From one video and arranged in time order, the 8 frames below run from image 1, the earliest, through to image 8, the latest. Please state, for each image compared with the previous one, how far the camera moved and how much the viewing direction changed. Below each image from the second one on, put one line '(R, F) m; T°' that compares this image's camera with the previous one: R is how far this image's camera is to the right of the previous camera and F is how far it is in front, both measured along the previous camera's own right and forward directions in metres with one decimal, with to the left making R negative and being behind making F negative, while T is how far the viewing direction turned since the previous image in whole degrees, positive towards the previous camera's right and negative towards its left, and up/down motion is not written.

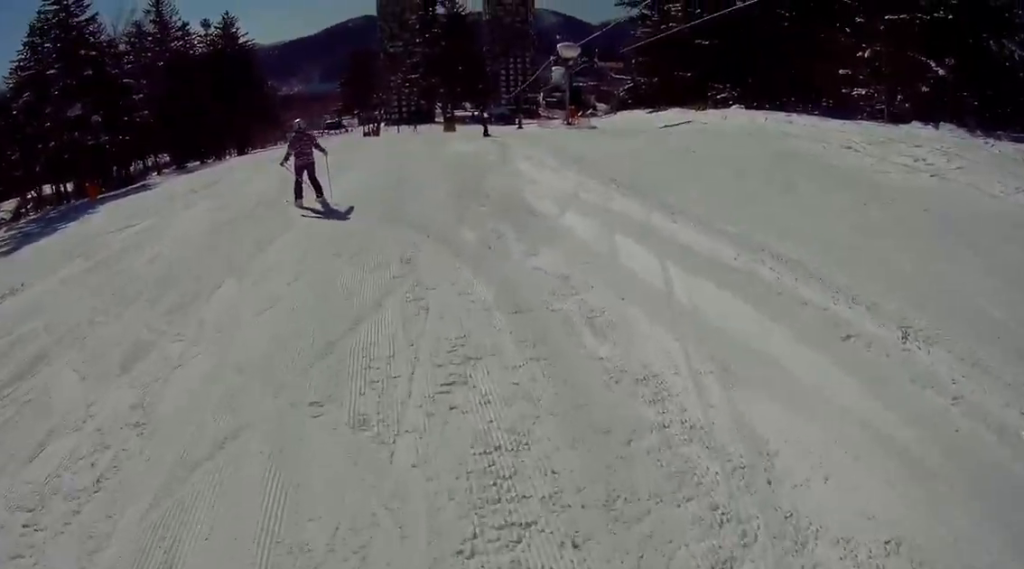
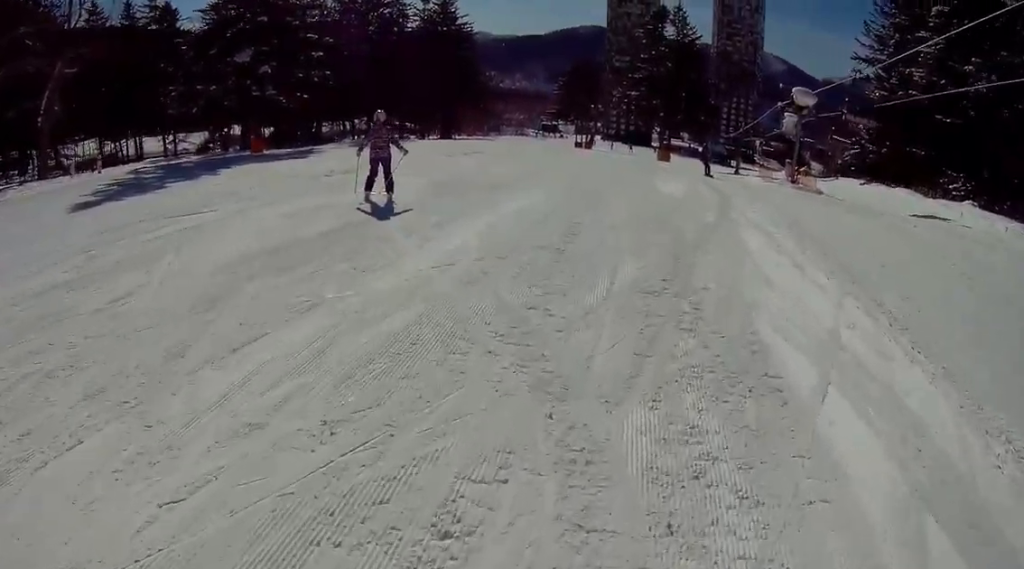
(-0.7, +4.2) m; -14°
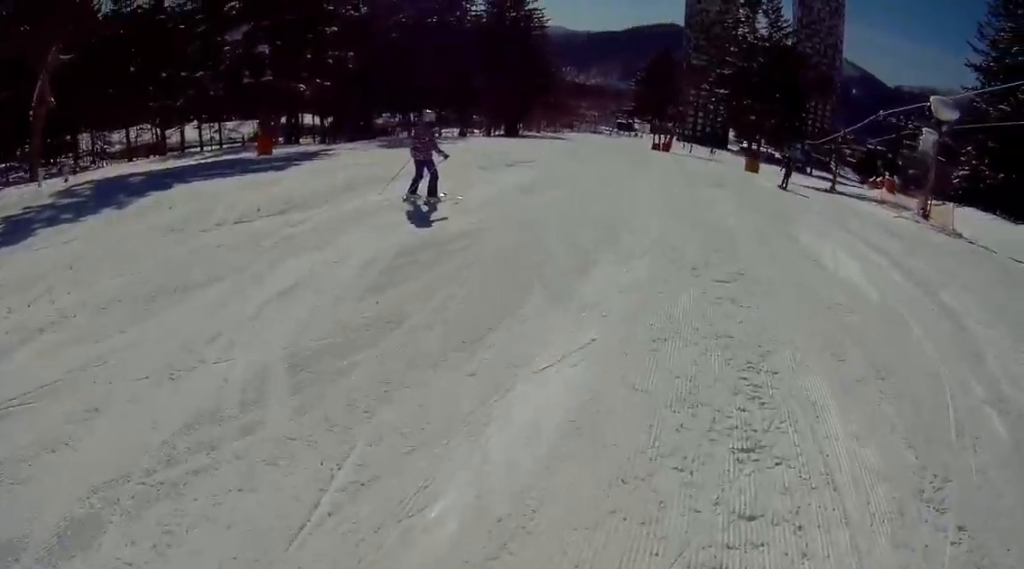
(-1.3, +7.6) m; +2°
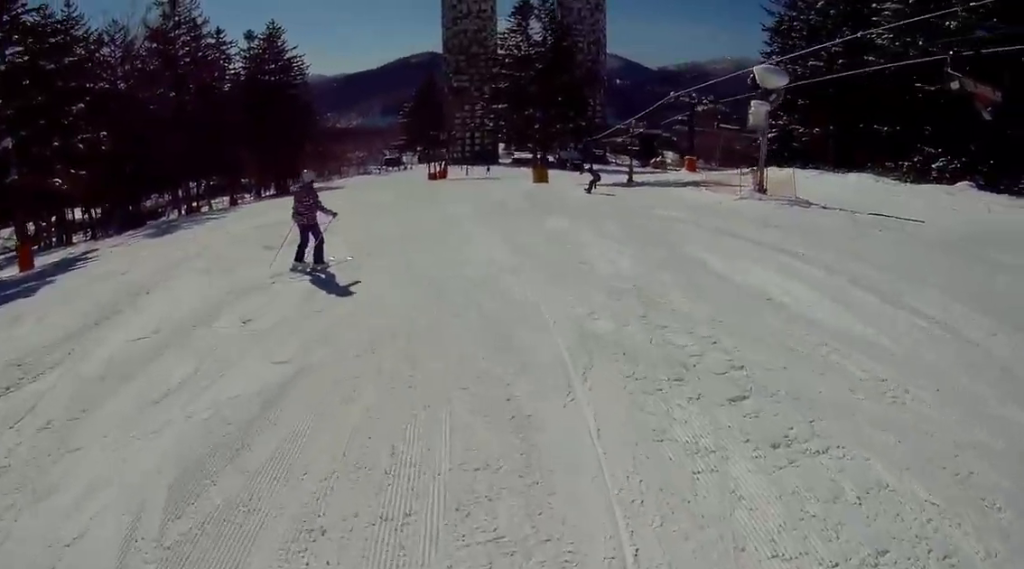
(+0.8, +3.2) m; +13°
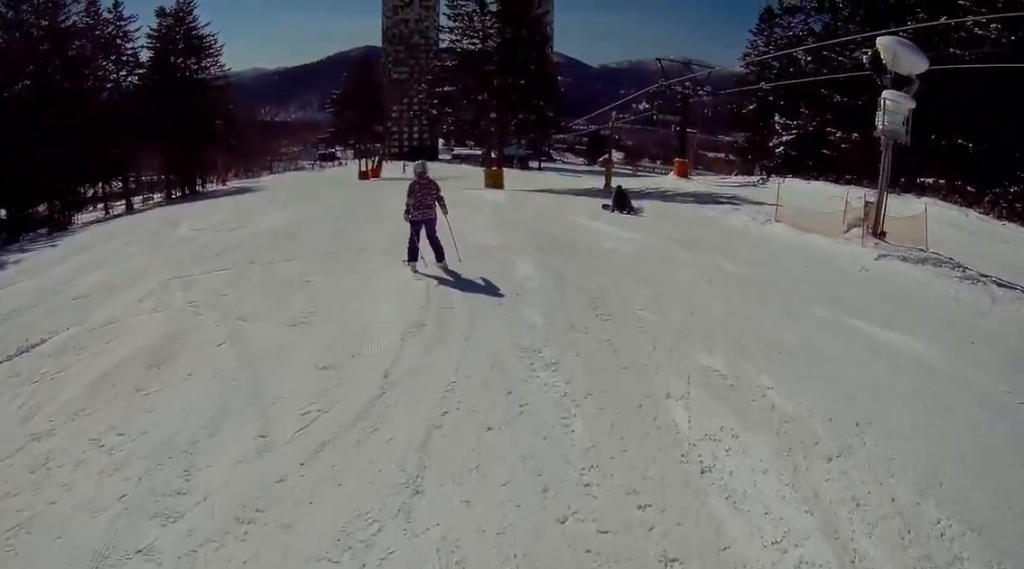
(+1.5, +11.6) m; -3°
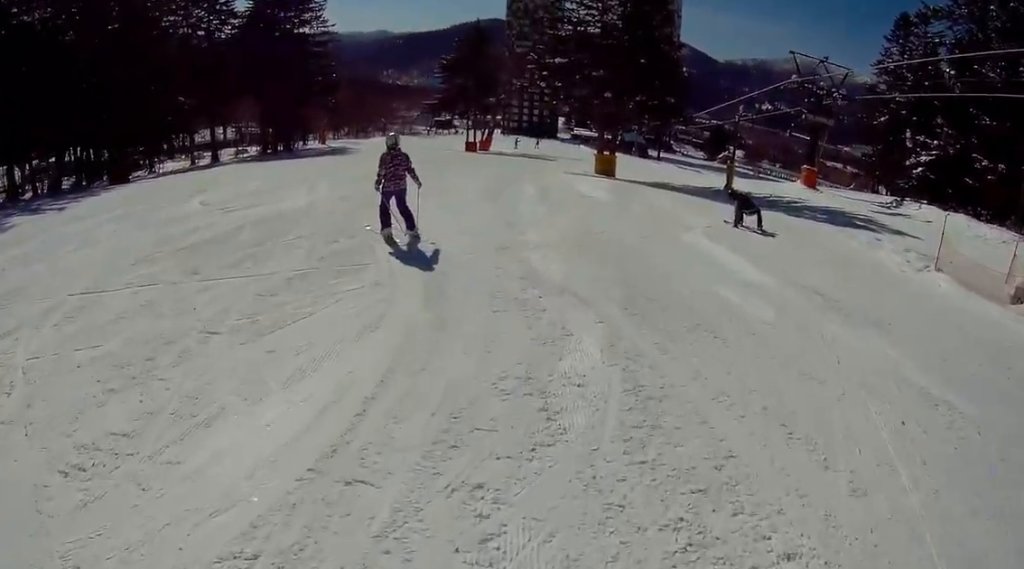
(-0.5, +4.3) m; -14°
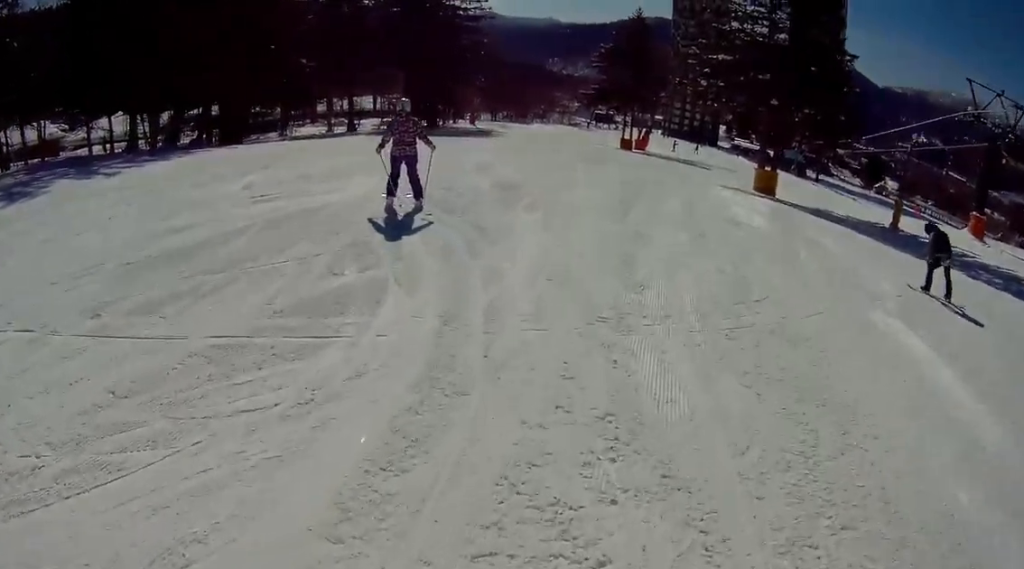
(-0.5, +3.7) m; -13°
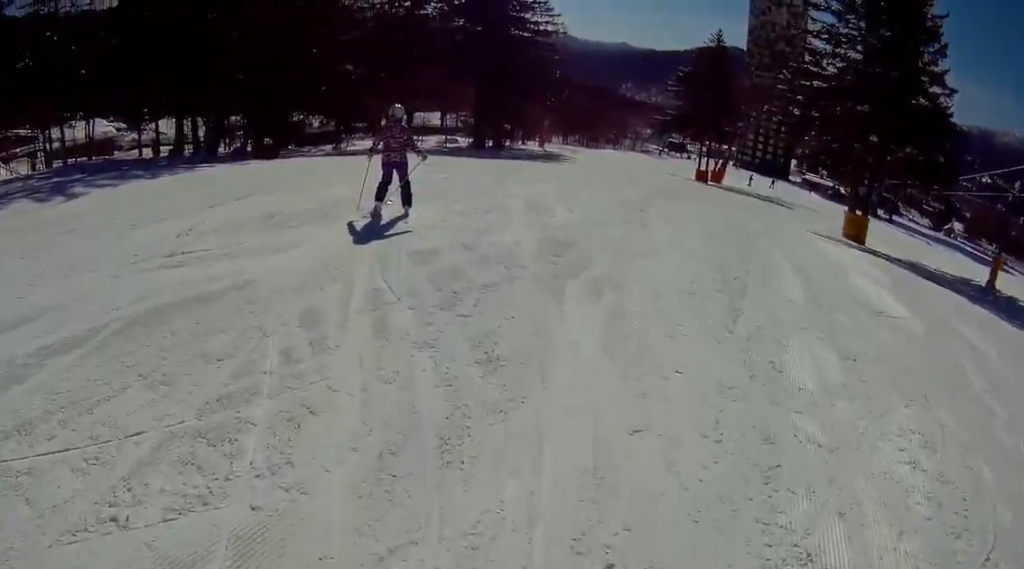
(-0.5, +3.9) m; 0°
